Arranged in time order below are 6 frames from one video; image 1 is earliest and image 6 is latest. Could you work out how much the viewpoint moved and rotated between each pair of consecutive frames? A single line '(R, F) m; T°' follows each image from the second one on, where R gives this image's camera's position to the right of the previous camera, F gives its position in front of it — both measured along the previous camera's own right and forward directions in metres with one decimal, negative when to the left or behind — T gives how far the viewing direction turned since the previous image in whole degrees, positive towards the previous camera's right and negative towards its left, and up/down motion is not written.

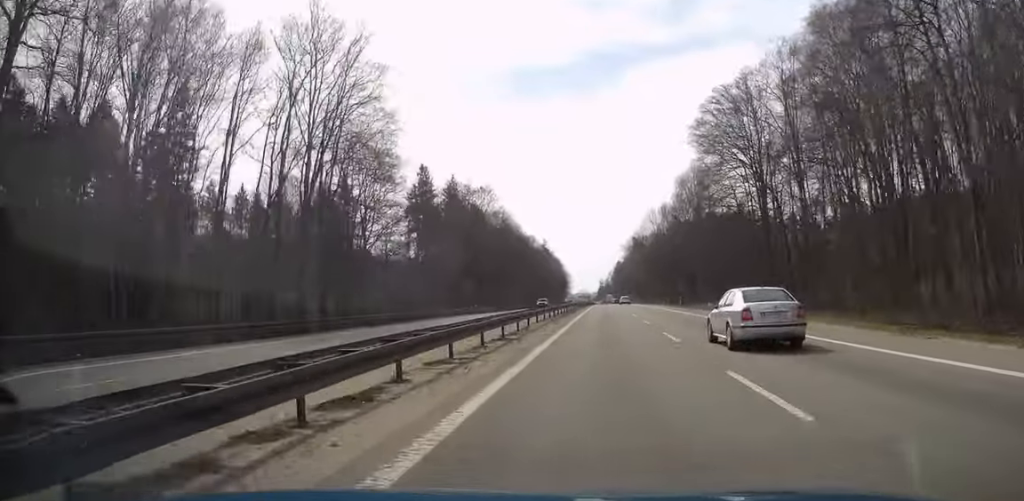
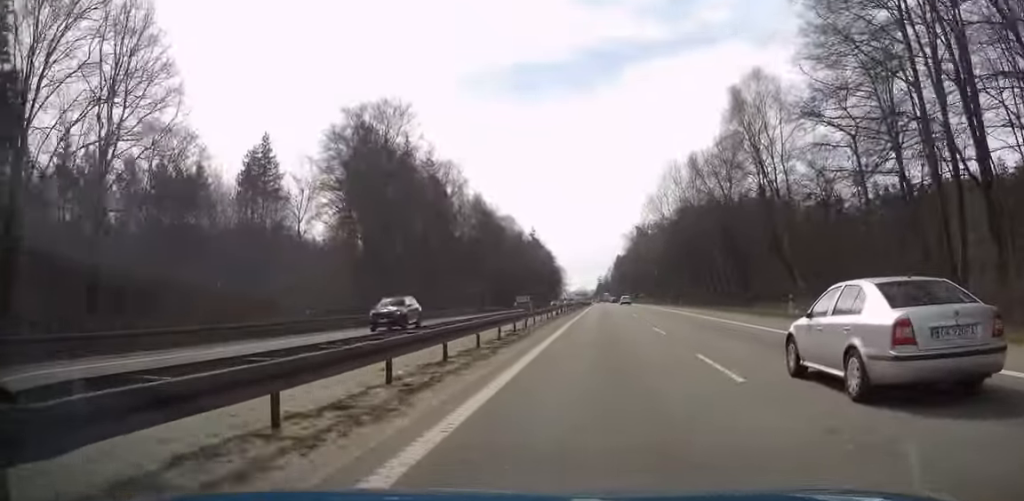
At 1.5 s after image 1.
(-0.1, +44.7) m; 0°
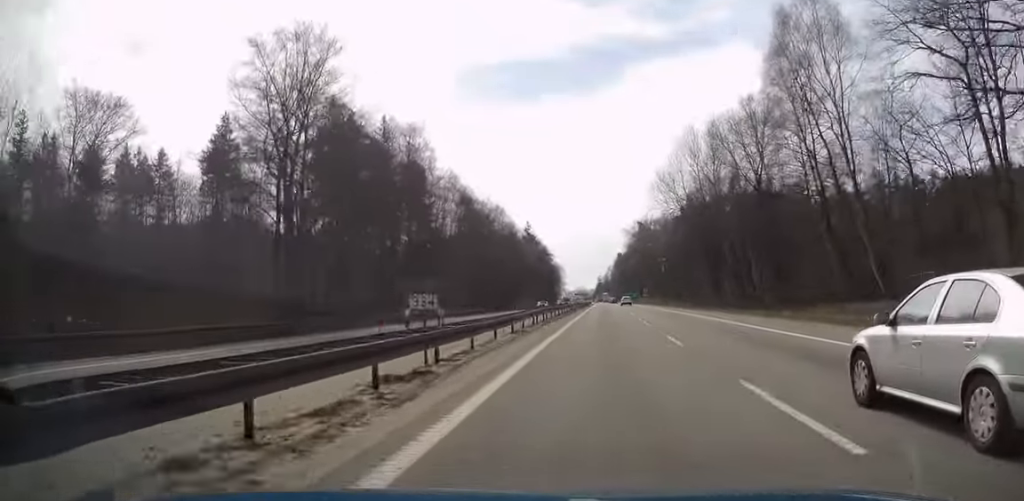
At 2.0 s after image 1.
(+0.1, +16.6) m; 0°
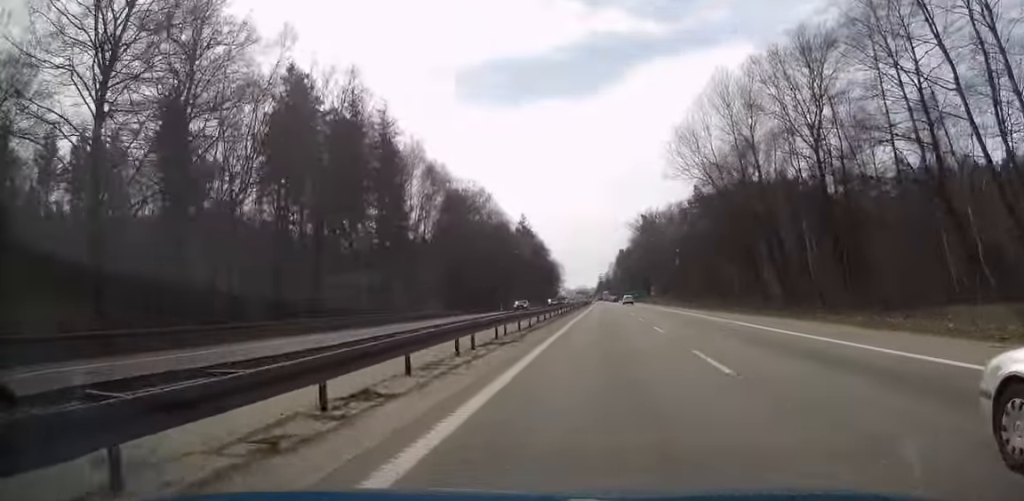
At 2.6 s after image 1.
(0.0, +18.1) m; 0°
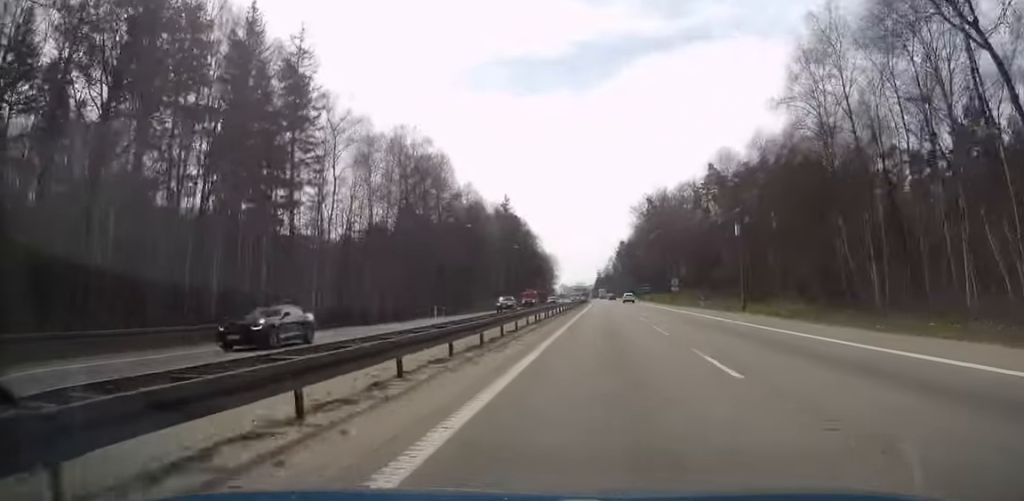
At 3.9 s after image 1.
(0.0, +36.6) m; 0°
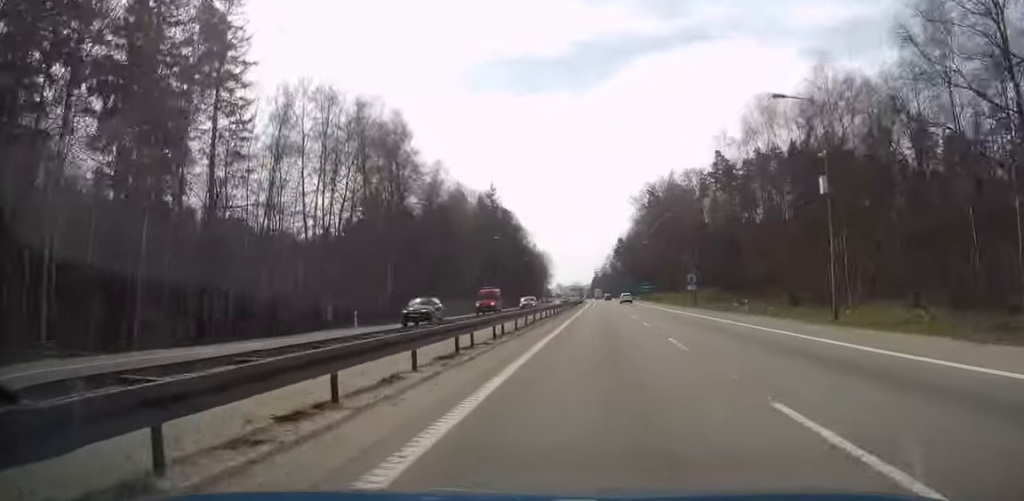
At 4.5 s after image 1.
(+0.1, +18.5) m; 0°
